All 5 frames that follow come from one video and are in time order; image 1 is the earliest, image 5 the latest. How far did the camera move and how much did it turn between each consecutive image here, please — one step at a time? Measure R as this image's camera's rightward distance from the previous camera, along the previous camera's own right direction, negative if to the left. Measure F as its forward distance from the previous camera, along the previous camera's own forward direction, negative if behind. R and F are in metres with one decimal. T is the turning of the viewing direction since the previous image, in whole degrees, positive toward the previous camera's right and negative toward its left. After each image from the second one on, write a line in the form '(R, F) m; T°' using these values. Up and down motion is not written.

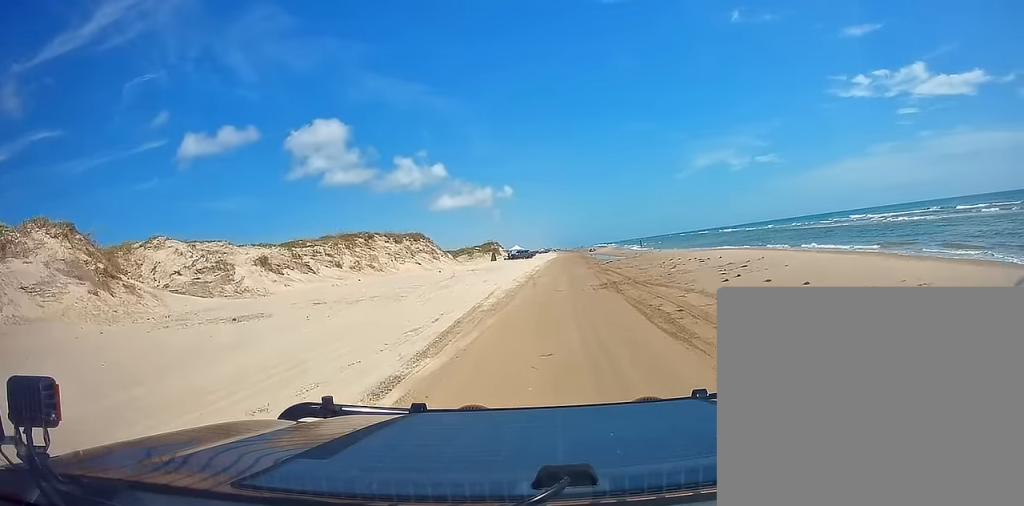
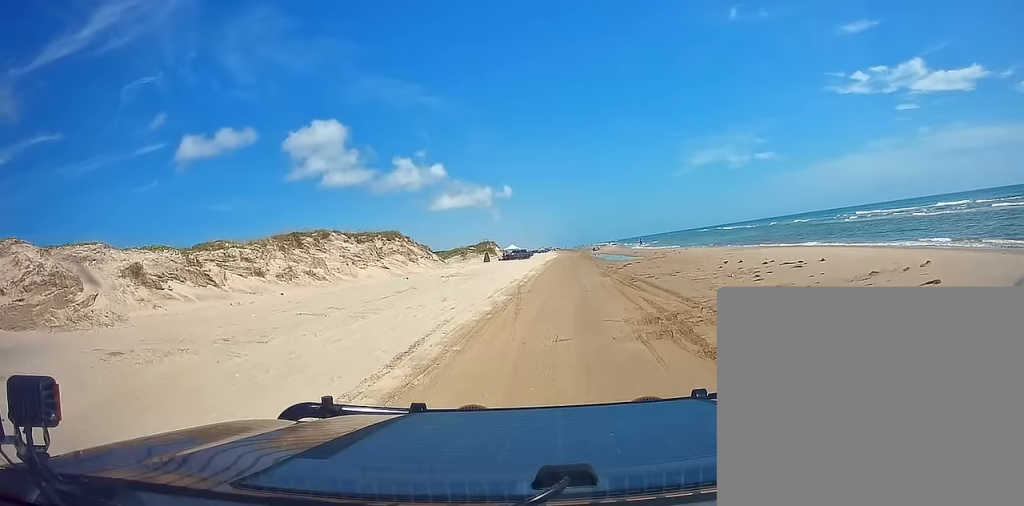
(+0.5, +12.3) m; -3°
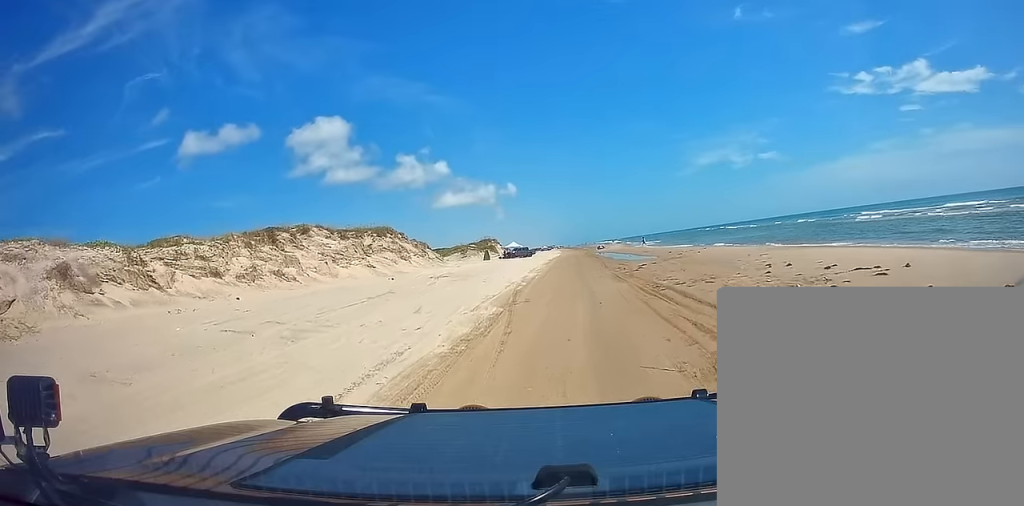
(-0.3, +4.9) m; -1°
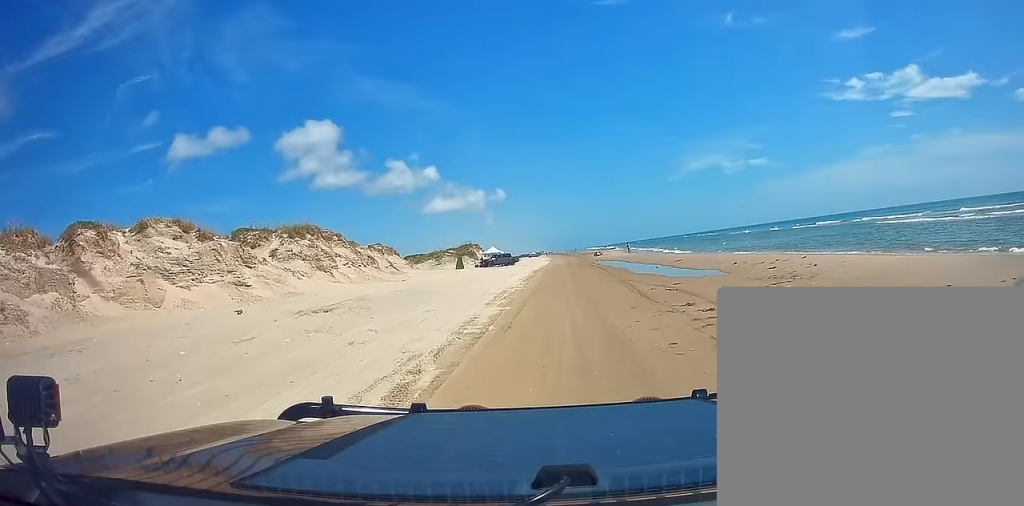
(-0.2, +19.1) m; -1°
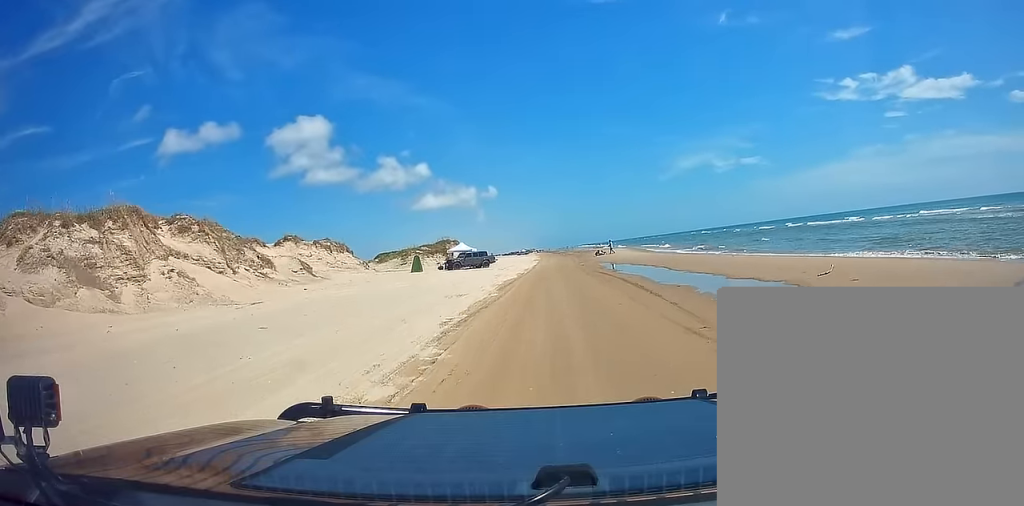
(+1.5, +22.3) m; +3°
